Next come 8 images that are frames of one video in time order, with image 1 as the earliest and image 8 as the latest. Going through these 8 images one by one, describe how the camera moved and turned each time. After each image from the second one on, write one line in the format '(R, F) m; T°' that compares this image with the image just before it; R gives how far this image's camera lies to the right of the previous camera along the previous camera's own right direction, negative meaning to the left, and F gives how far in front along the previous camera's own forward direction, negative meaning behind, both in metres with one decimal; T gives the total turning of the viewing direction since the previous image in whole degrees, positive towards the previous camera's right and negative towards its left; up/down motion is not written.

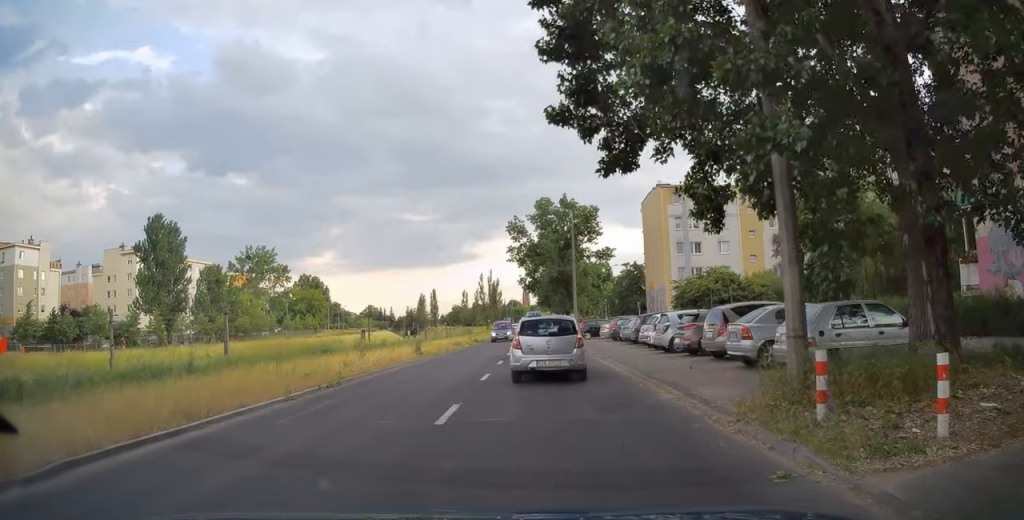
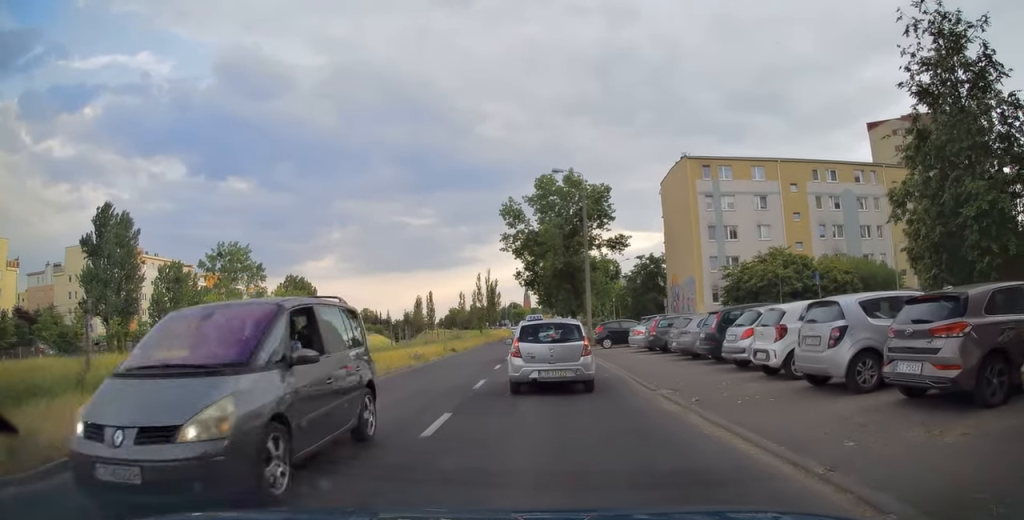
(+0.4, +12.6) m; +3°
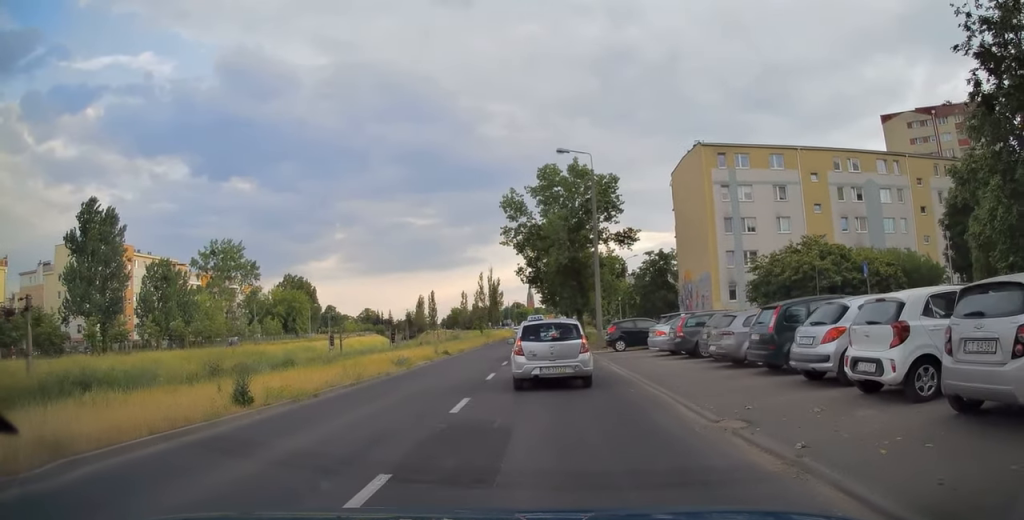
(0.0, +3.9) m; -1°
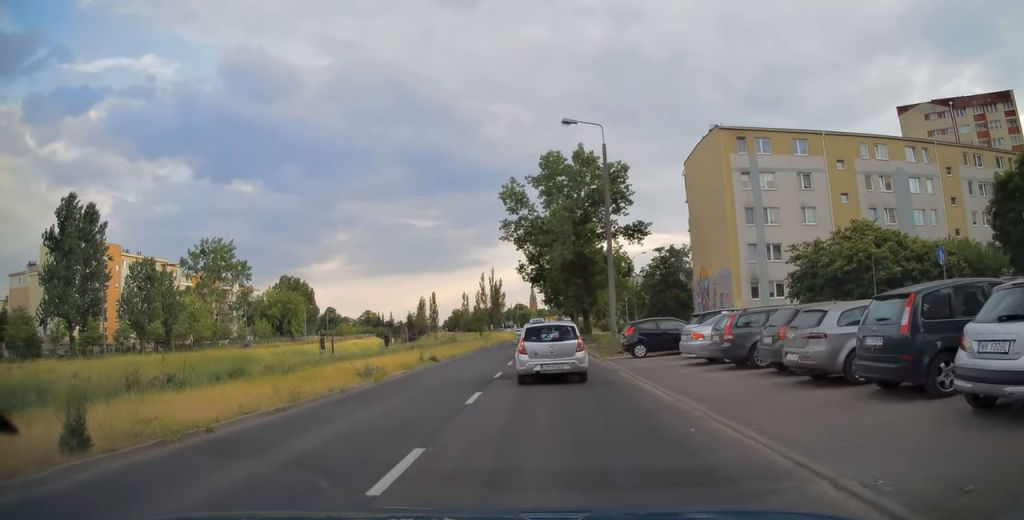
(0.0, +4.7) m; -2°
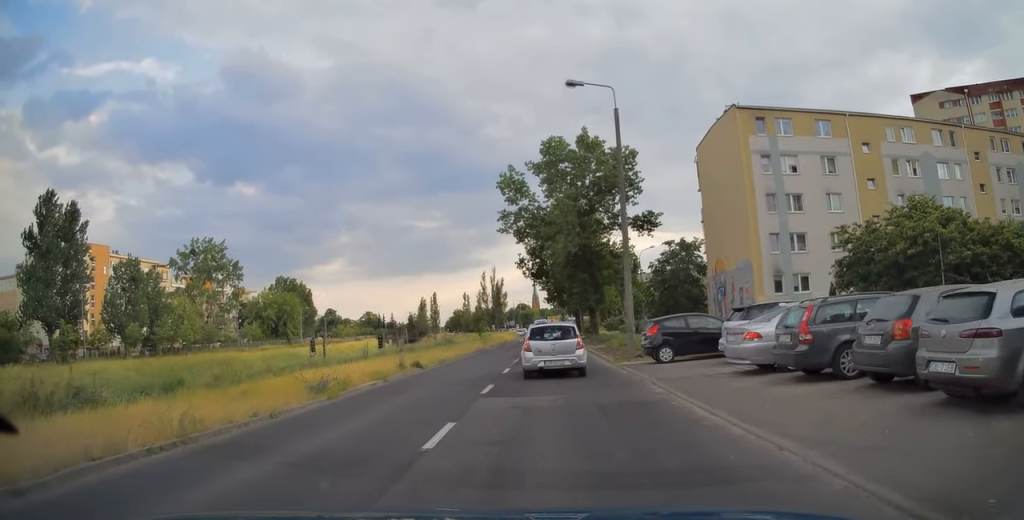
(-0.2, +4.1) m; -2°
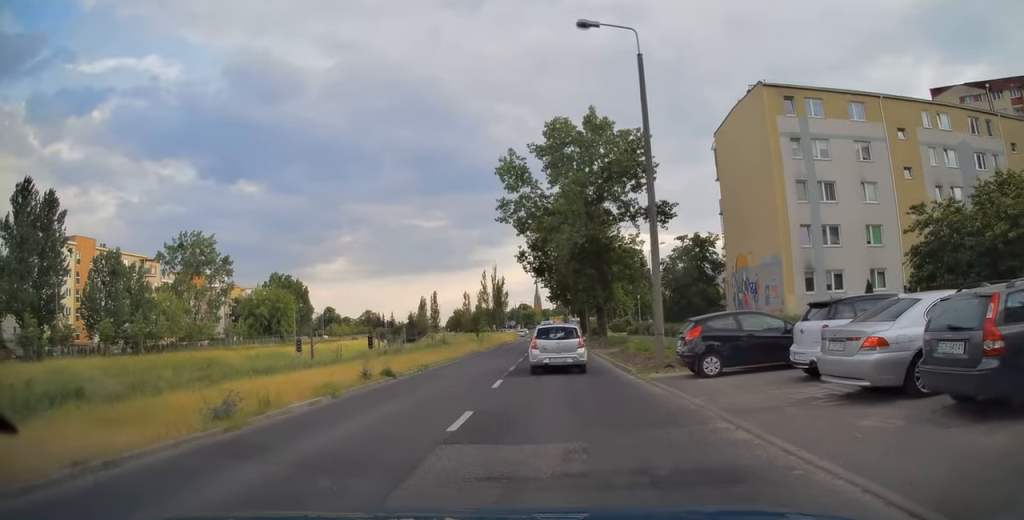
(-0.1, +4.7) m; 0°
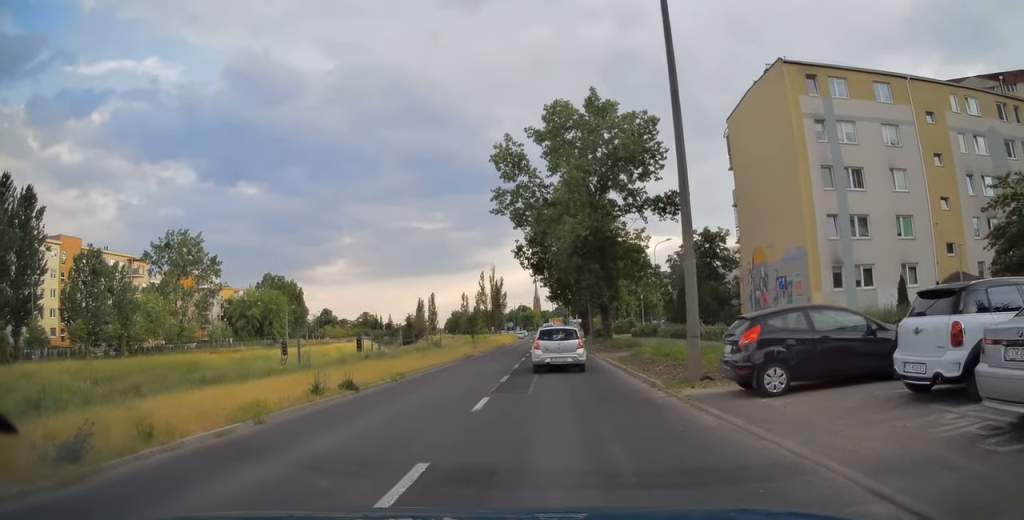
(0.0, +3.7) m; +1°
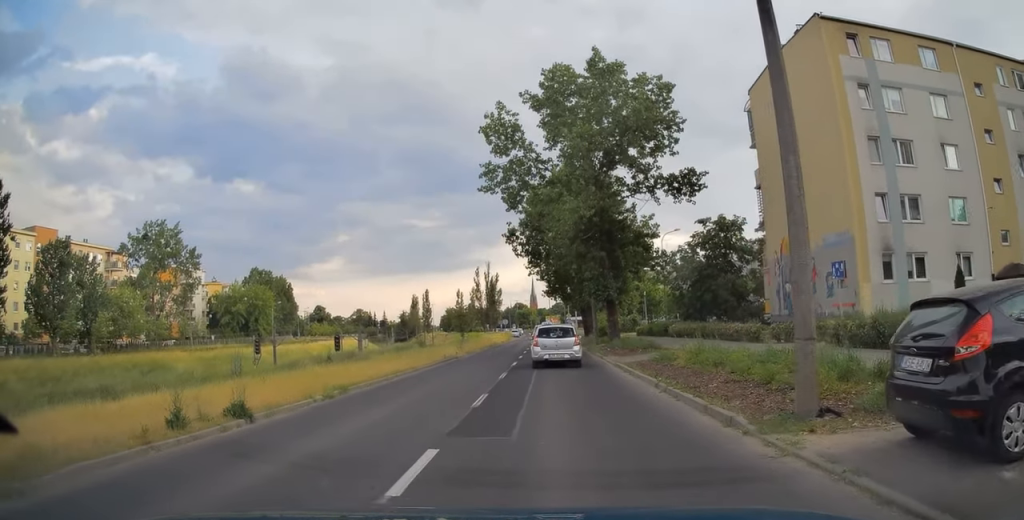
(+0.1, +5.5) m; +2°
